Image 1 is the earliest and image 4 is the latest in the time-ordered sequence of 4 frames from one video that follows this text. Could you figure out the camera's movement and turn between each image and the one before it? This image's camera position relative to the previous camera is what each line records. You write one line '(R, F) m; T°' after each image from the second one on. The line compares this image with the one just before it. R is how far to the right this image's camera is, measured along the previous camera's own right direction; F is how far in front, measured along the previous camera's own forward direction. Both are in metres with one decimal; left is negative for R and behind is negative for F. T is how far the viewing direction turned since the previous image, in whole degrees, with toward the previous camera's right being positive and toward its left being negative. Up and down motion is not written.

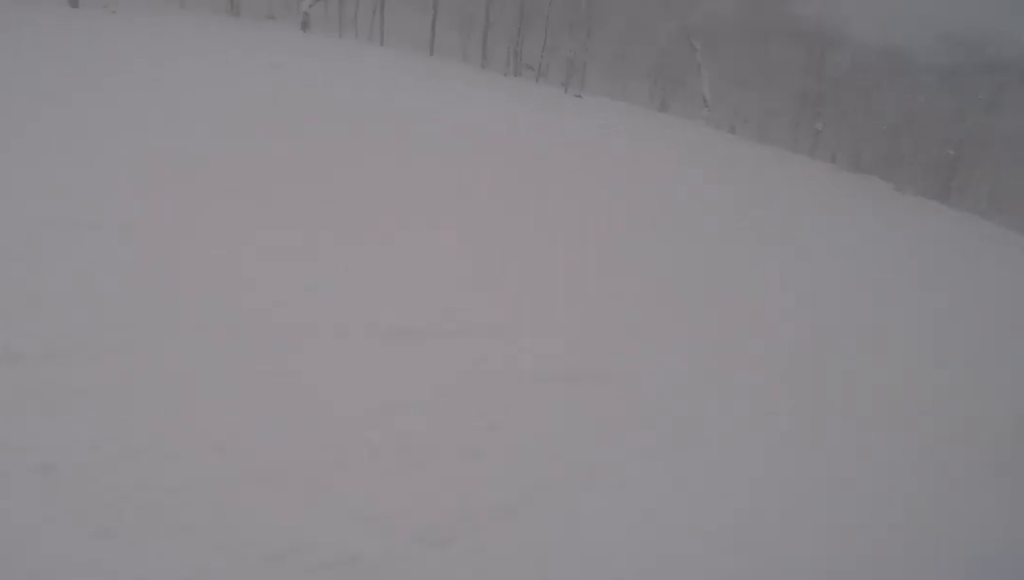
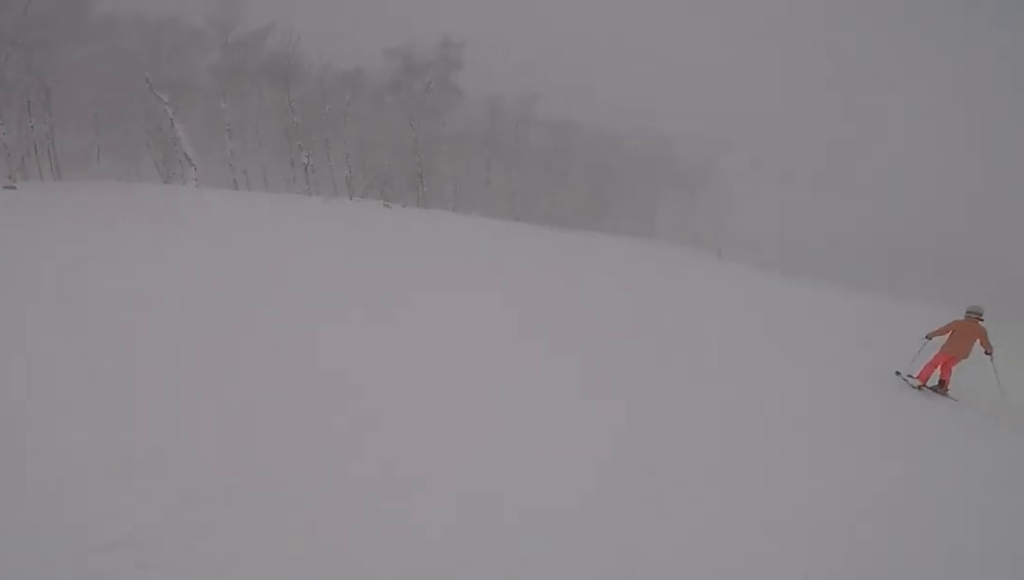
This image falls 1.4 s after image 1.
(-1.8, +7.3) m; -2°
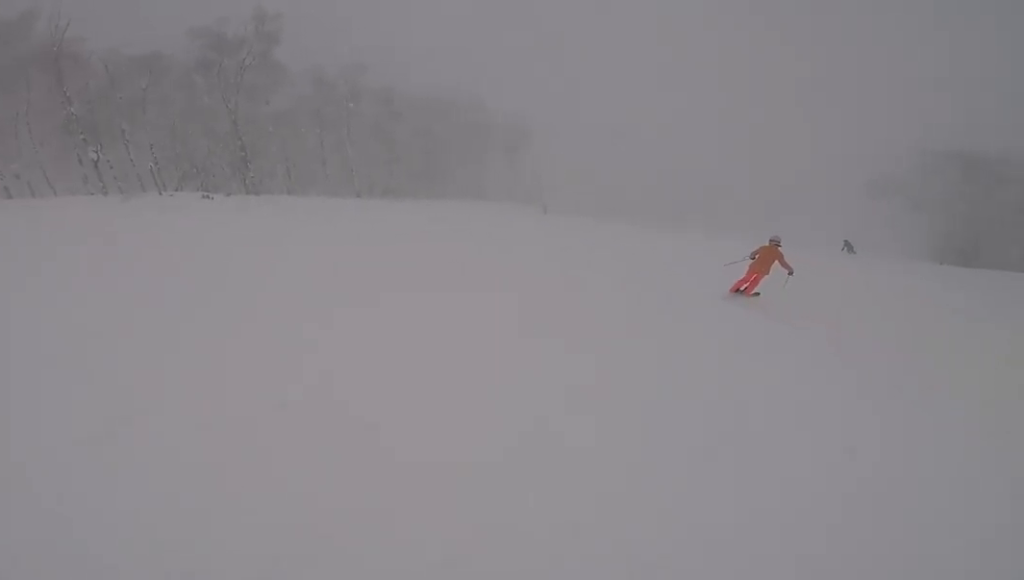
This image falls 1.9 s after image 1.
(+0.2, +2.8) m; +8°
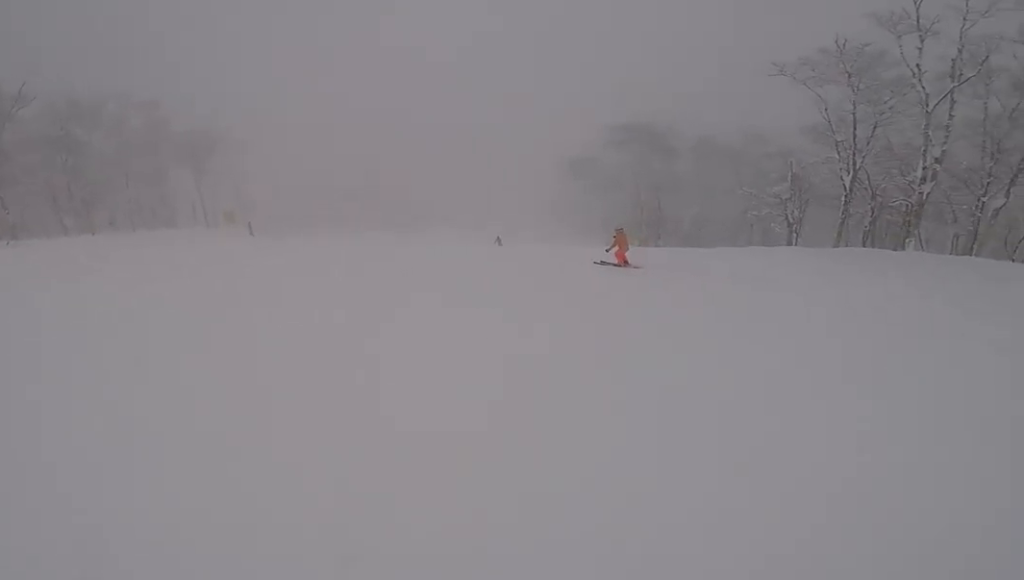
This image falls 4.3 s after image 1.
(+1.1, +13.2) m; +10°
